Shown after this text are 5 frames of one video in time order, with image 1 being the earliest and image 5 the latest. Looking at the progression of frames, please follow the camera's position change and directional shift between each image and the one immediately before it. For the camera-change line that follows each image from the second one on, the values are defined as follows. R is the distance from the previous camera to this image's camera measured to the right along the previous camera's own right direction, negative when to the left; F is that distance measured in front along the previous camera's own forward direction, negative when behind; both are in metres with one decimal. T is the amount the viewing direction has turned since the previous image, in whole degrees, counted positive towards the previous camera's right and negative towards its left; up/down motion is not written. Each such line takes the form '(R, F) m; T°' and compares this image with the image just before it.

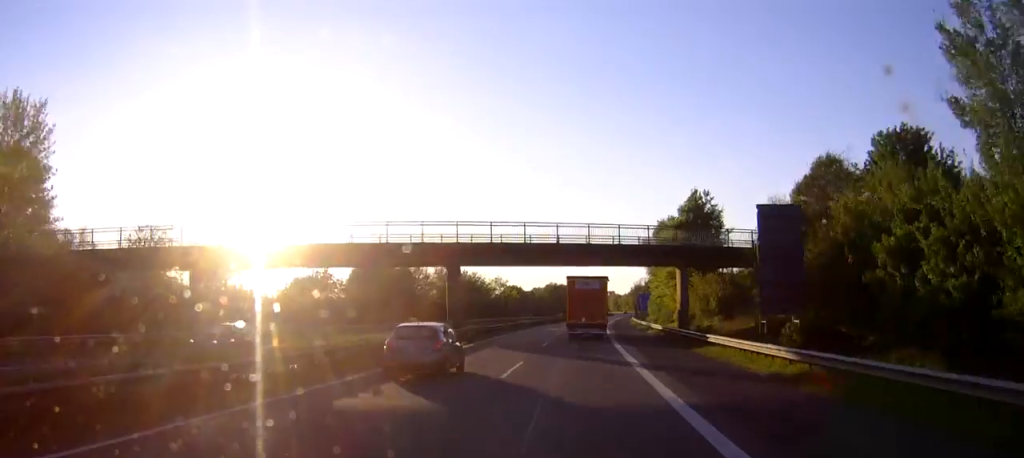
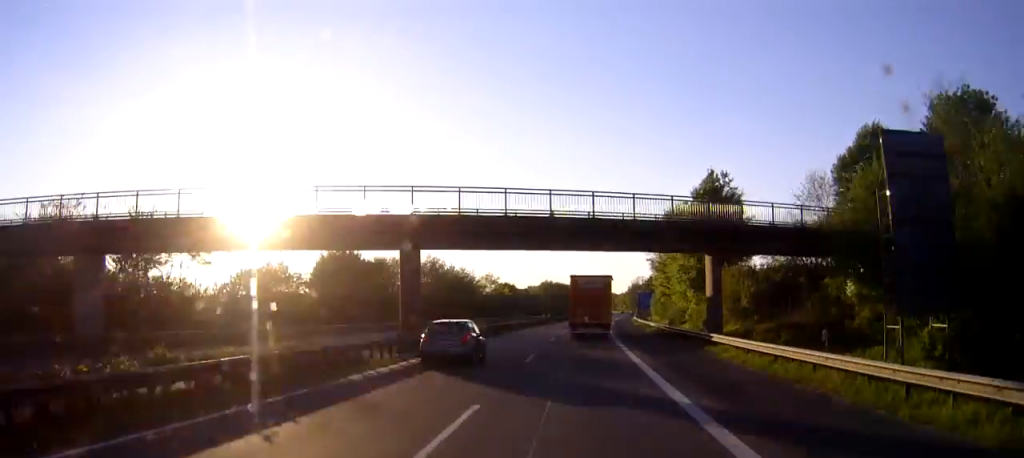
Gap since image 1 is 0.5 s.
(+0.1, +11.9) m; 0°
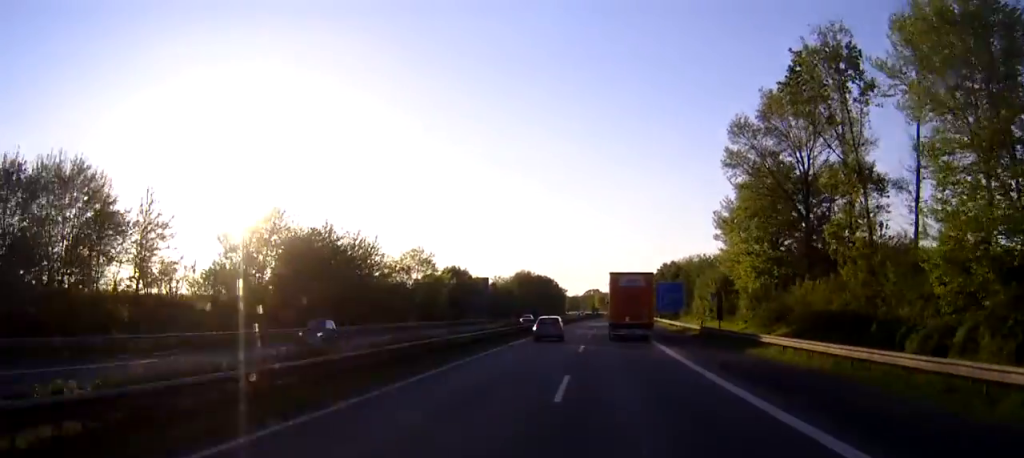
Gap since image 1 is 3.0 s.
(+0.9, +65.5) m; +2°
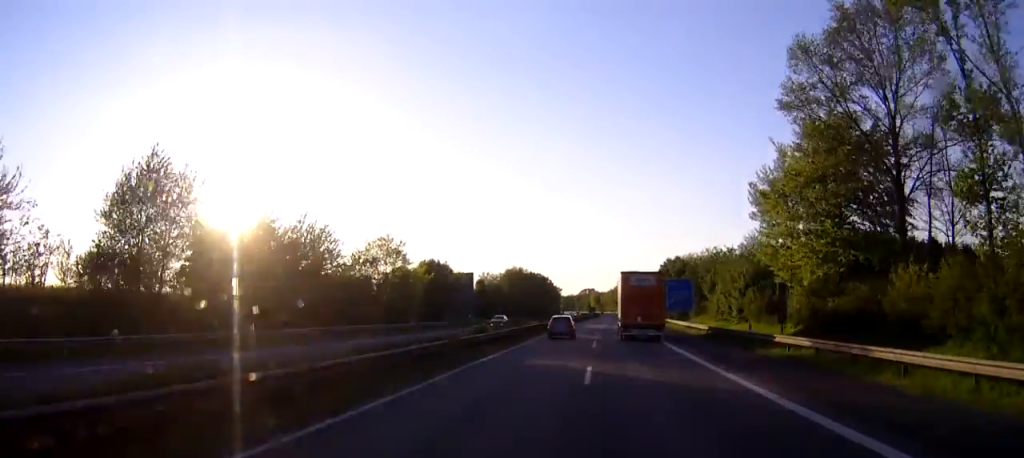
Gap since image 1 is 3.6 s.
(+0.1, +14.7) m; 0°
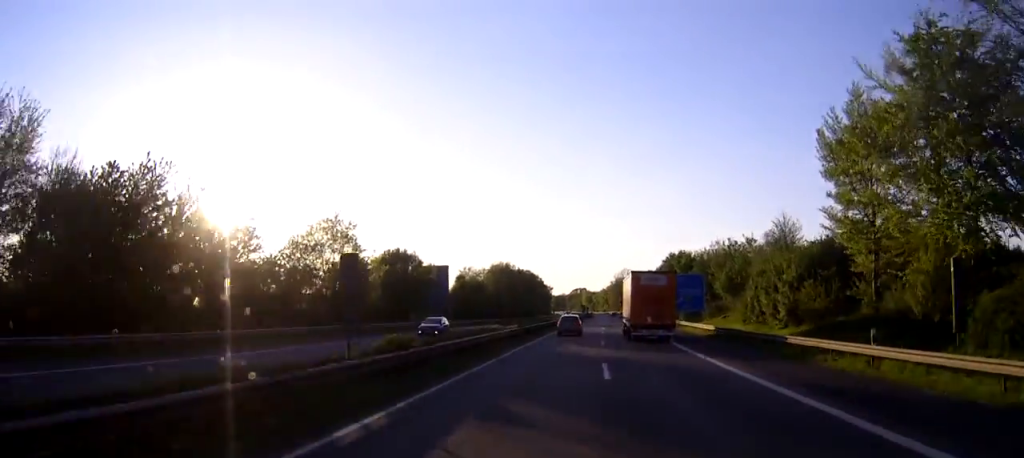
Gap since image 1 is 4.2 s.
(0.0, +16.5) m; 0°
